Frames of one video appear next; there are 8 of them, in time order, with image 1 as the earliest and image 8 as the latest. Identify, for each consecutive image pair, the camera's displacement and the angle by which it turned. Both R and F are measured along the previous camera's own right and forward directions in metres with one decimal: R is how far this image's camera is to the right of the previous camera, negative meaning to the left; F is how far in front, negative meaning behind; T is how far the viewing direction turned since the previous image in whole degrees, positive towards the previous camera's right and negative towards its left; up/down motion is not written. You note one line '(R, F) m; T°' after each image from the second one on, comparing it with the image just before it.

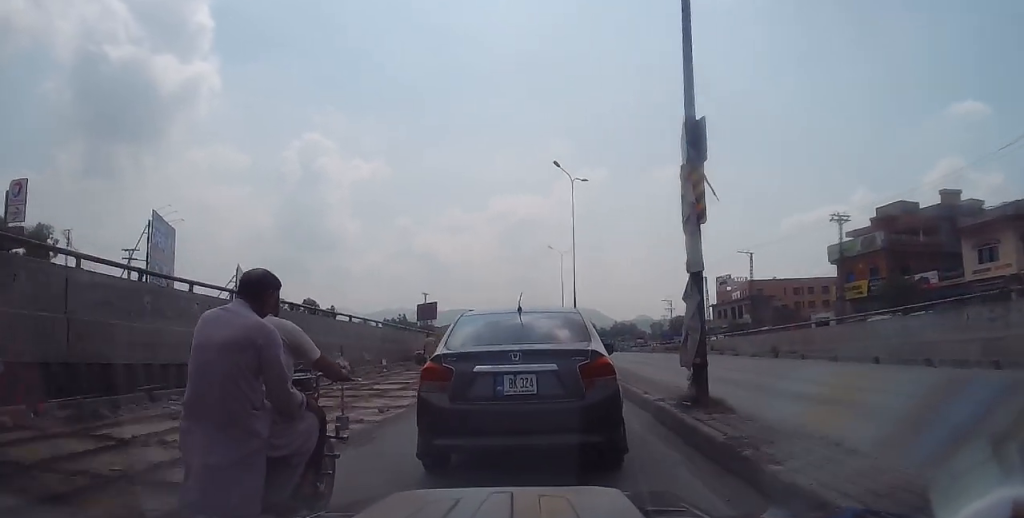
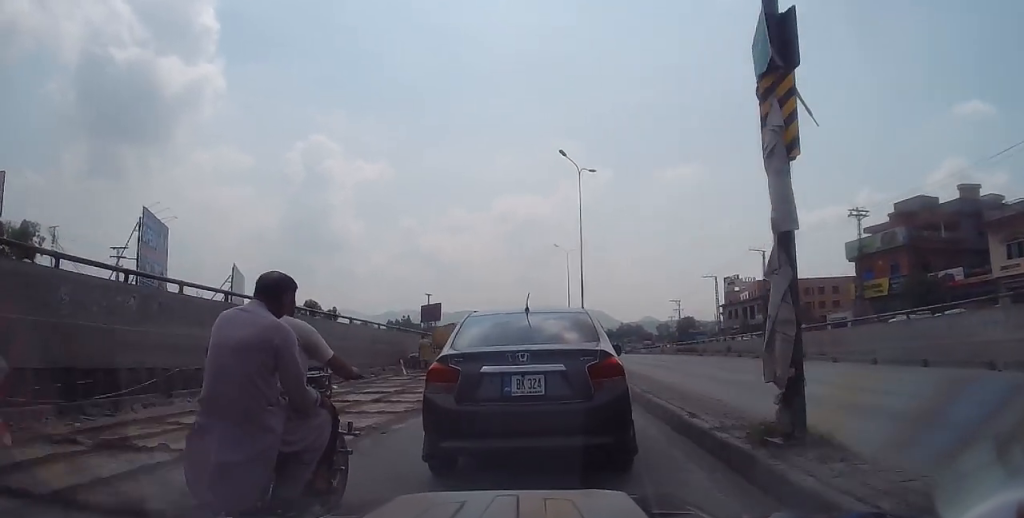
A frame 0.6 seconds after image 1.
(0.0, +2.9) m; -2°
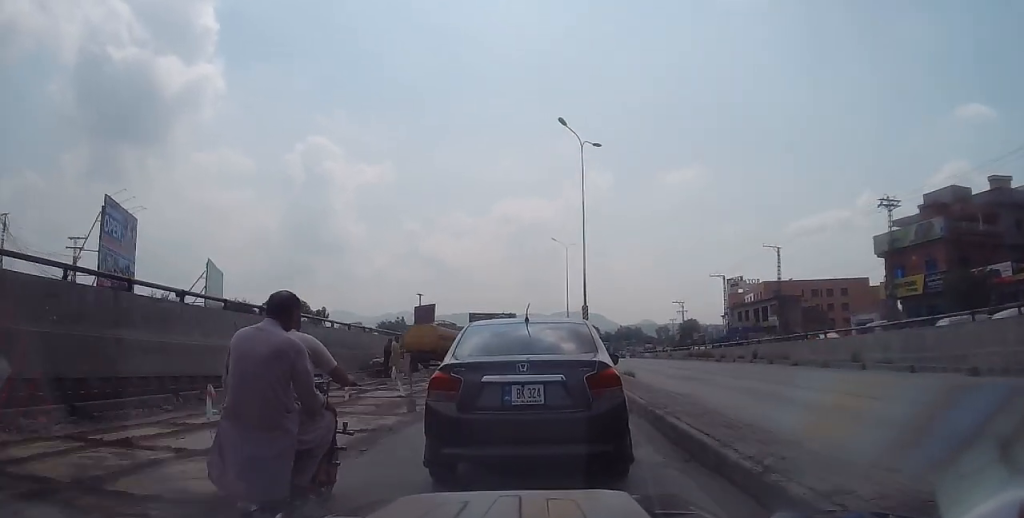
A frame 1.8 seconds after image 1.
(-0.3, +6.4) m; +1°
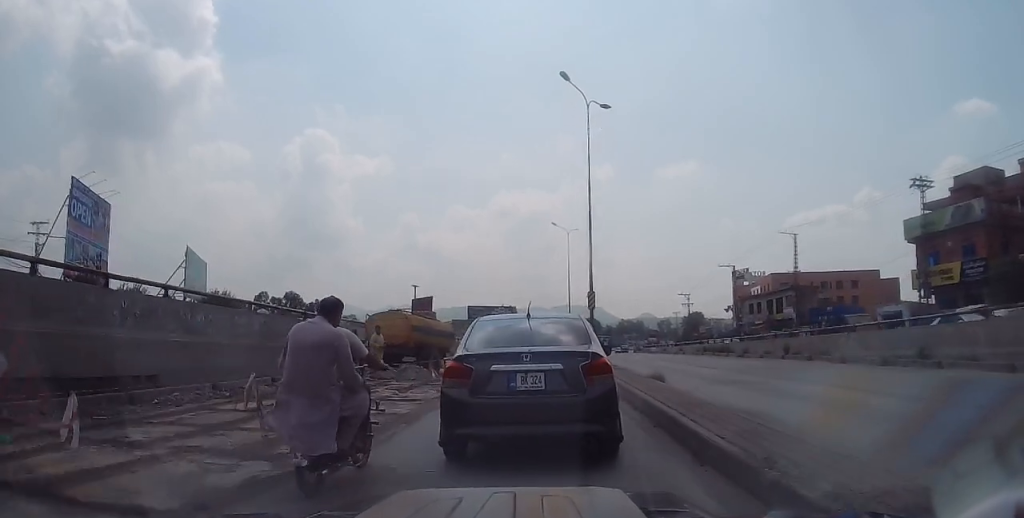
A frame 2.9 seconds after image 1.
(+0.4, +5.2) m; +3°
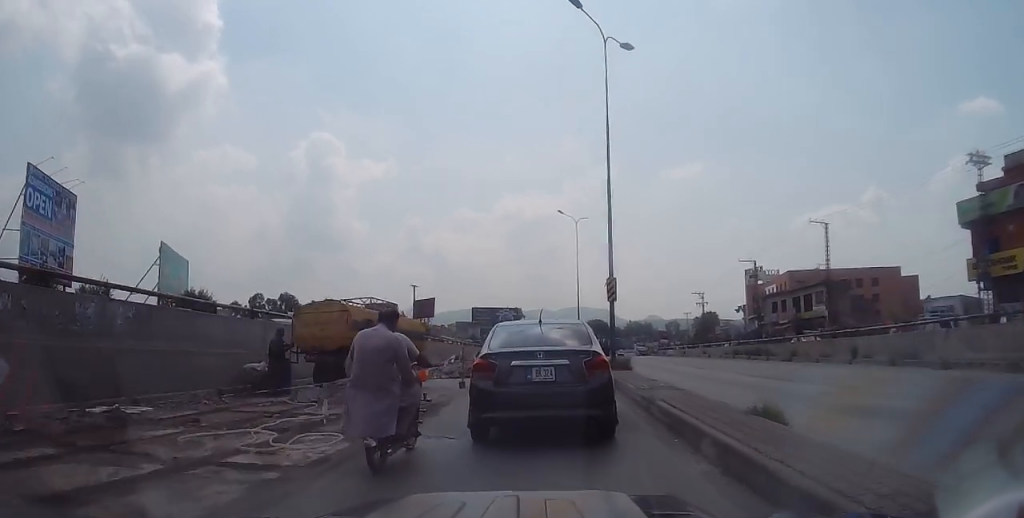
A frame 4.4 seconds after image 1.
(-0.5, +6.9) m; -6°
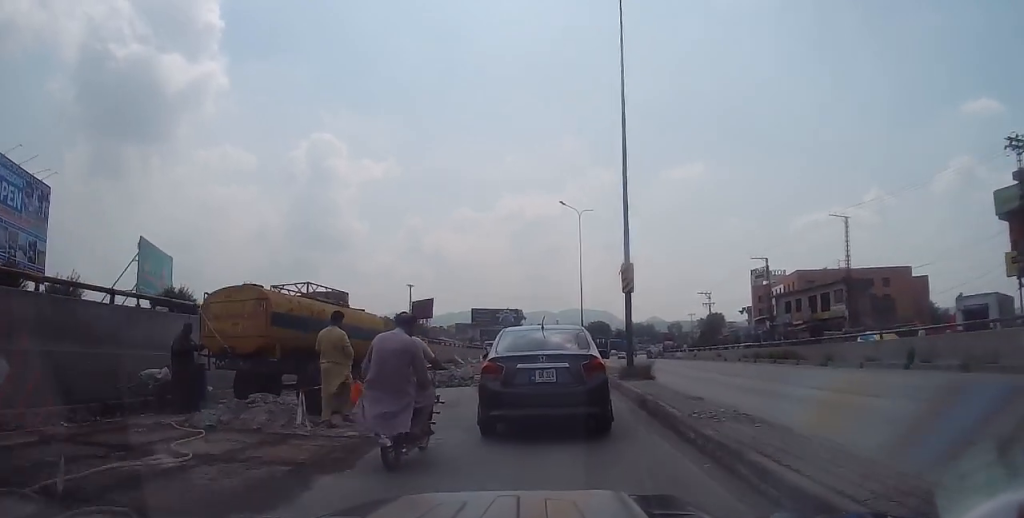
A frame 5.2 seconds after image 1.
(+0.1, +4.2) m; +3°
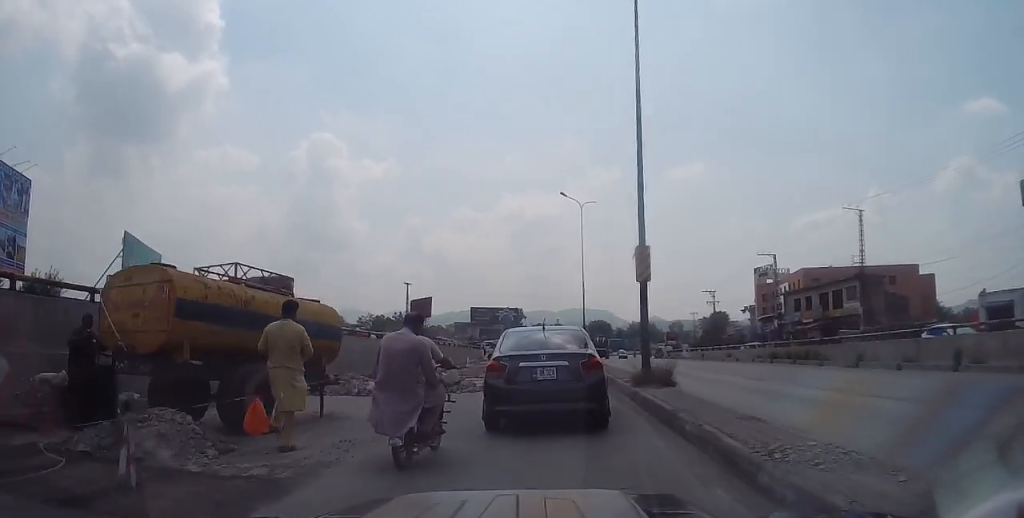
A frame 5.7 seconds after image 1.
(+0.1, +2.8) m; +1°
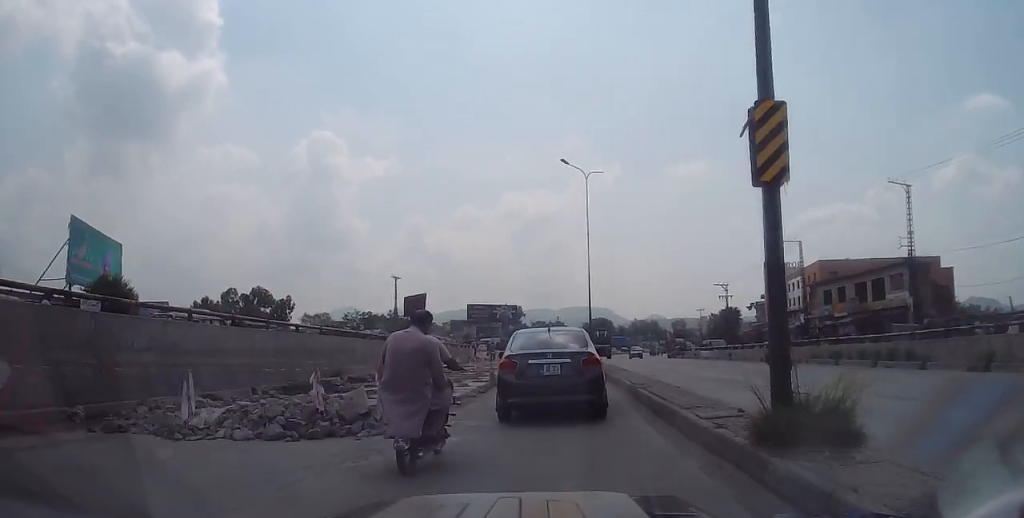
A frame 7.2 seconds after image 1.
(-0.1, +8.5) m; -2°
